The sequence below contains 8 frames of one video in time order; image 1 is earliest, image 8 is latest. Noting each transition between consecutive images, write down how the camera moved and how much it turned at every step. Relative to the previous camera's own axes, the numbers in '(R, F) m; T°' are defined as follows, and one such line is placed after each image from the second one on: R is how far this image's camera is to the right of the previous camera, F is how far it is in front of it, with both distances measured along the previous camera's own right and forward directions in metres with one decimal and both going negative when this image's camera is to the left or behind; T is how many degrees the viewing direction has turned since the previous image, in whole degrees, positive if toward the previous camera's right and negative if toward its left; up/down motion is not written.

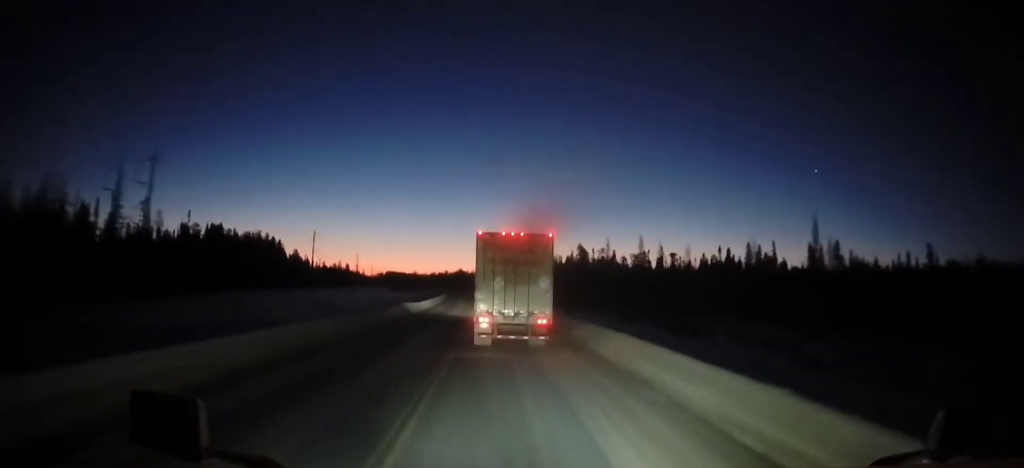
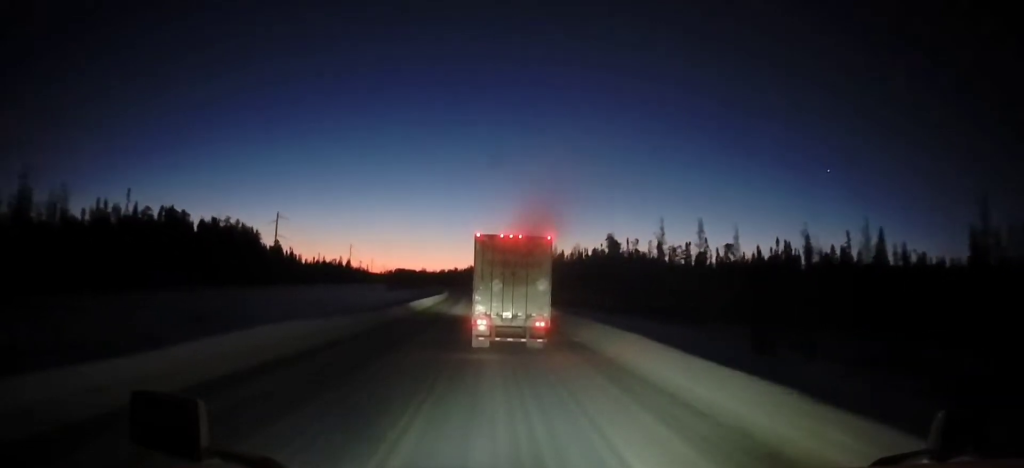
(-0.3, +33.1) m; -1°
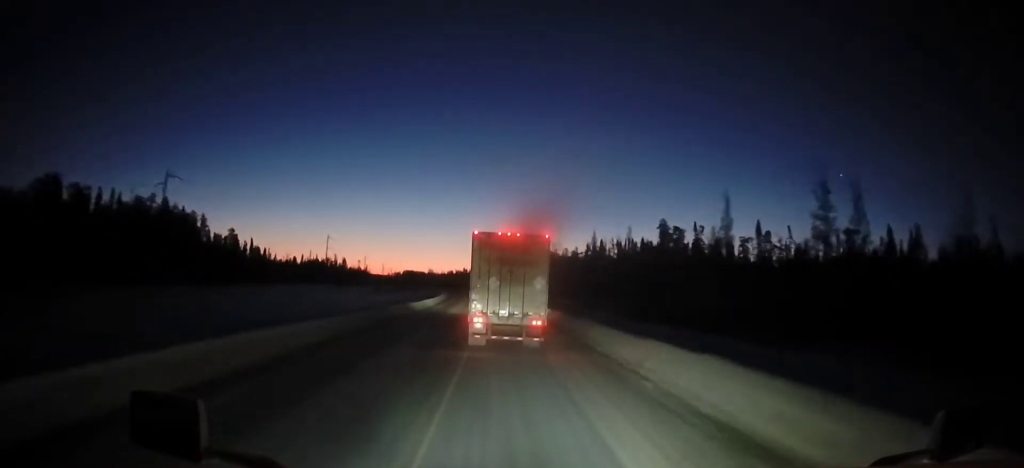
(-0.5, +46.0) m; -2°
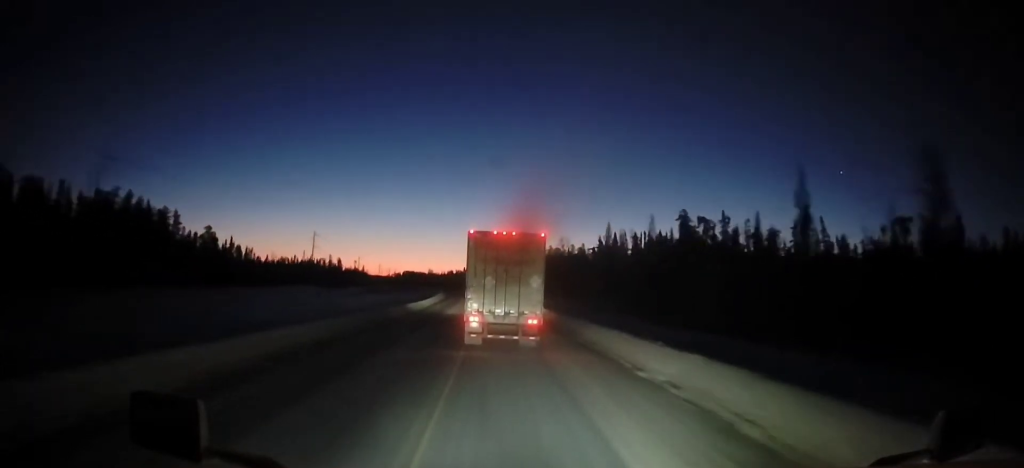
(-0.3, +14.4) m; 0°
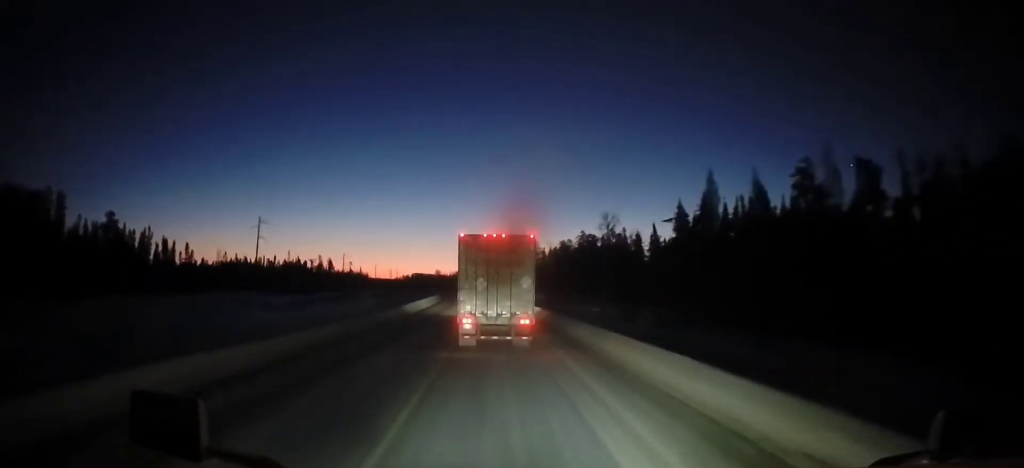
(-0.1, +46.0) m; -1°
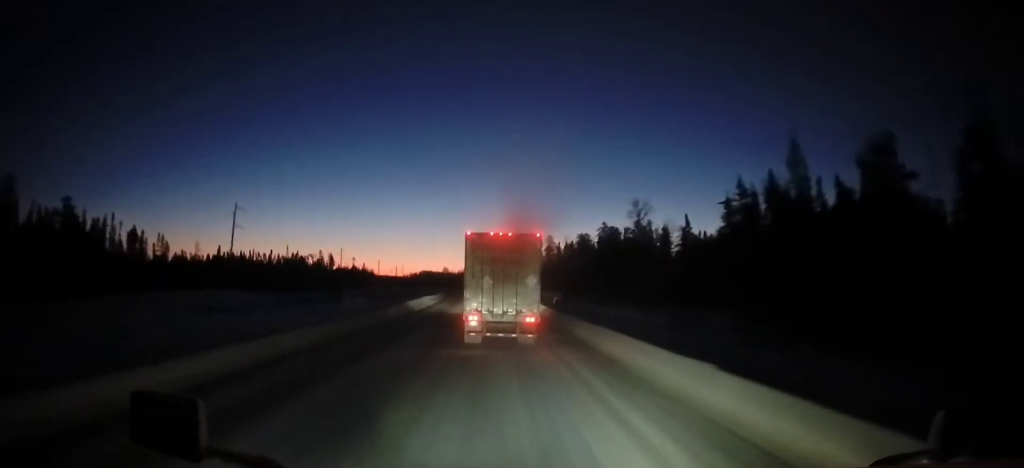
(+0.1, +16.0) m; -1°
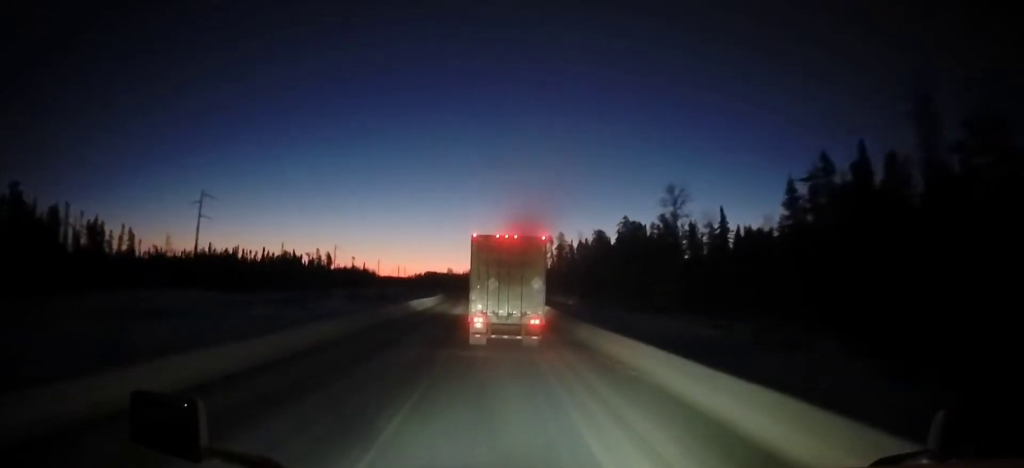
(-0.4, +15.4) m; 0°
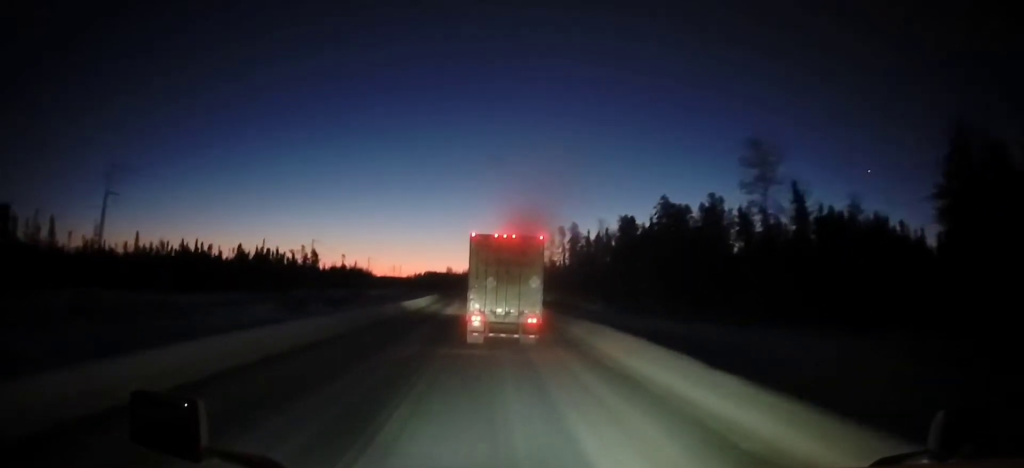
(+0.1, +25.3) m; 0°
